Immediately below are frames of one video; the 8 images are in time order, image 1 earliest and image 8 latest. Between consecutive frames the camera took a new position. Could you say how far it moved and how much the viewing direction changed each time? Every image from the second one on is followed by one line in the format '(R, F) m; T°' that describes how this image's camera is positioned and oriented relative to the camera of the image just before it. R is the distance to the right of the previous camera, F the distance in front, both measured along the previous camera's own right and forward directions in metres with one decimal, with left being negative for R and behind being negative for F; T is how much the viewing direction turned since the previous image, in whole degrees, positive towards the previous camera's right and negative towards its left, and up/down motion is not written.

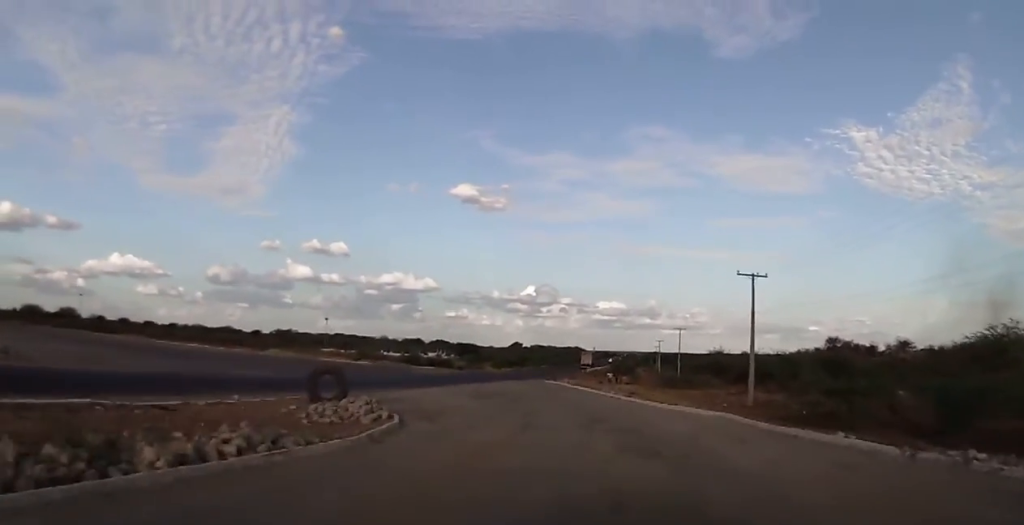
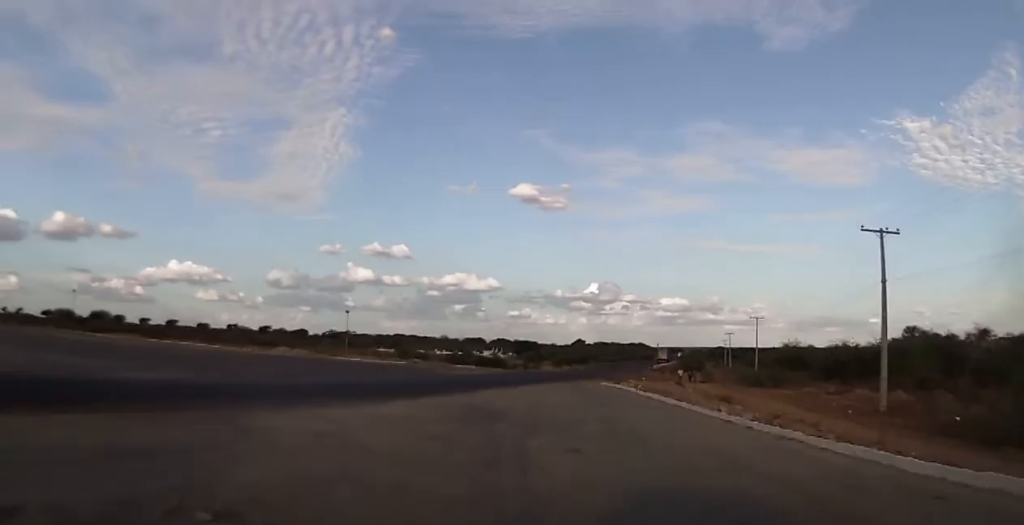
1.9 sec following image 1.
(-1.6, +17.1) m; -7°
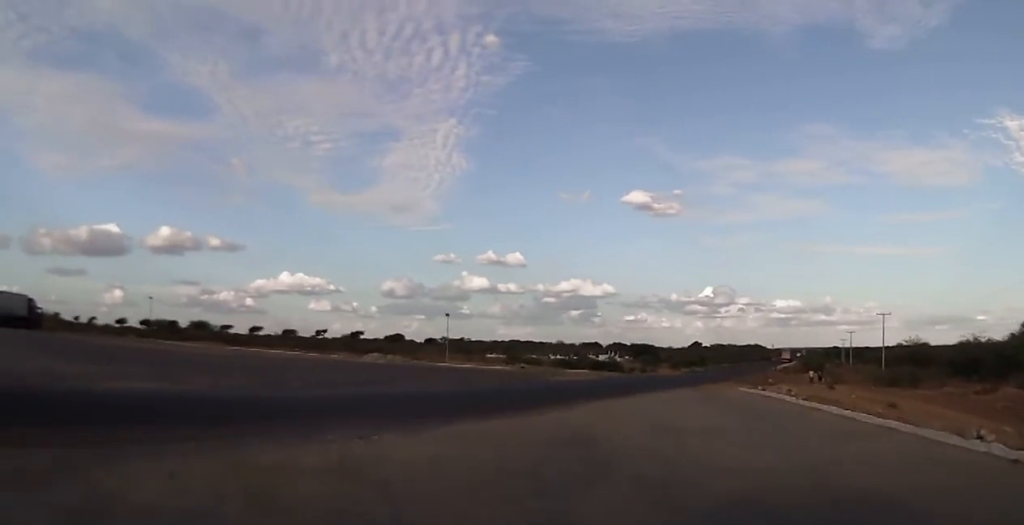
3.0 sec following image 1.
(-0.1, +9.2) m; -4°
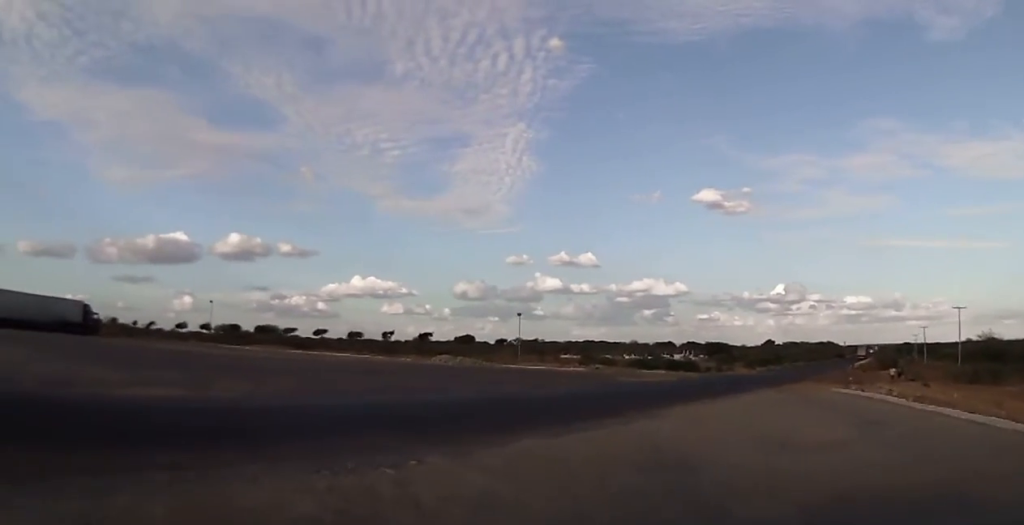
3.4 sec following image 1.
(-0.2, +3.2) m; -4°
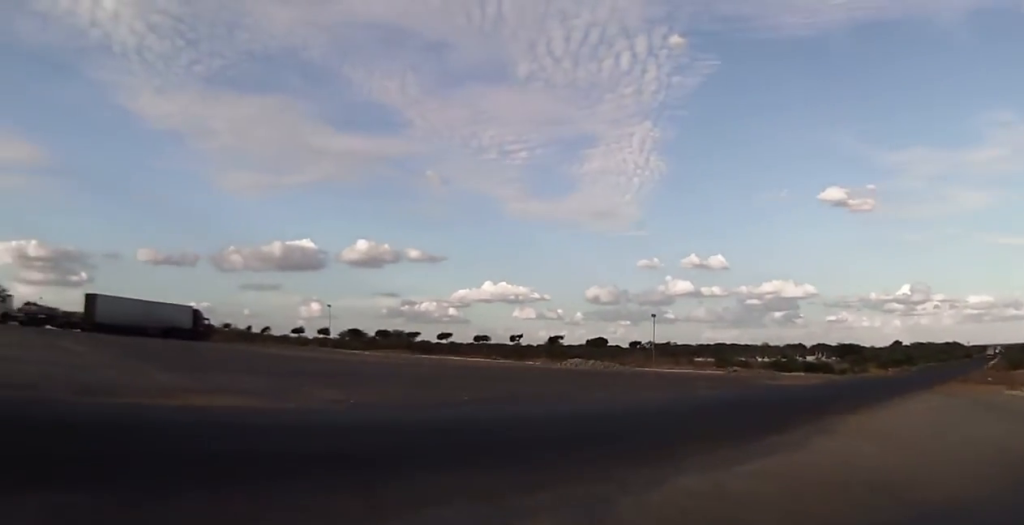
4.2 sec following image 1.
(-0.3, +4.9) m; -9°
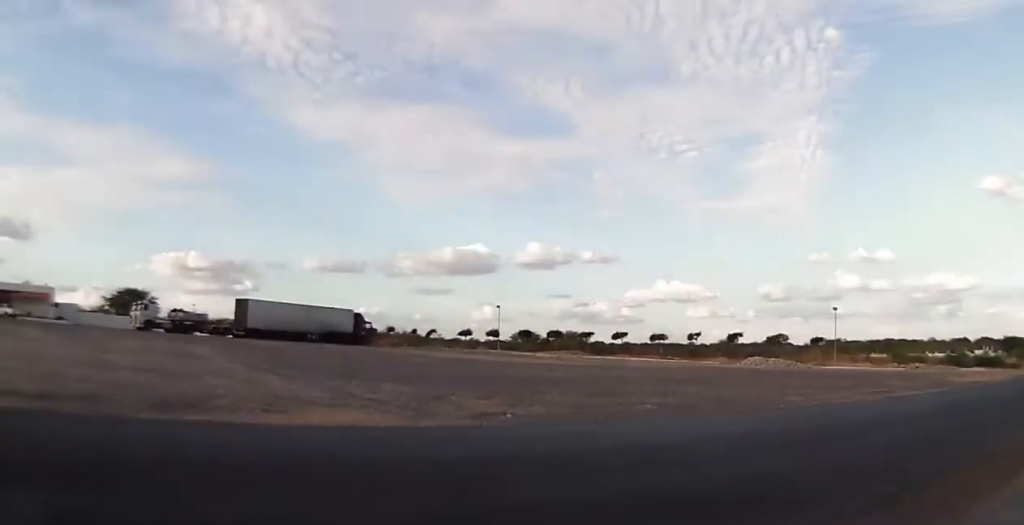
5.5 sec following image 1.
(-0.8, +5.7) m; -20°
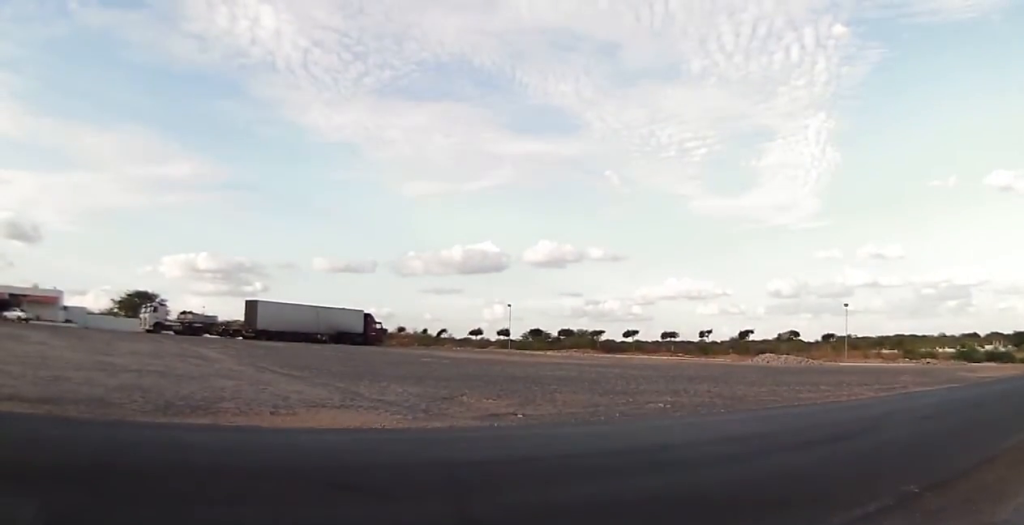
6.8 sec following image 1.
(-0.7, +2.6) m; -13°
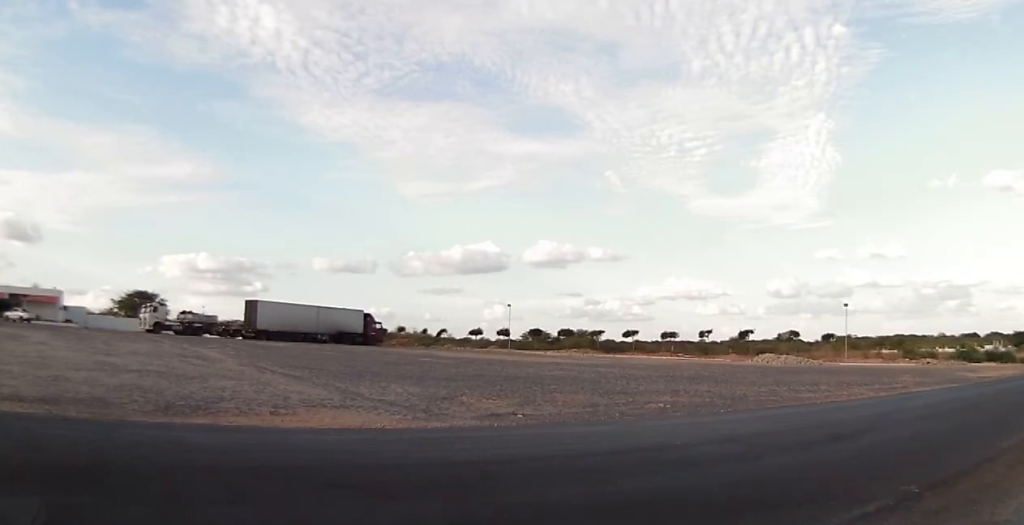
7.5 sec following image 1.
(-0.3, +0.4) m; 0°
